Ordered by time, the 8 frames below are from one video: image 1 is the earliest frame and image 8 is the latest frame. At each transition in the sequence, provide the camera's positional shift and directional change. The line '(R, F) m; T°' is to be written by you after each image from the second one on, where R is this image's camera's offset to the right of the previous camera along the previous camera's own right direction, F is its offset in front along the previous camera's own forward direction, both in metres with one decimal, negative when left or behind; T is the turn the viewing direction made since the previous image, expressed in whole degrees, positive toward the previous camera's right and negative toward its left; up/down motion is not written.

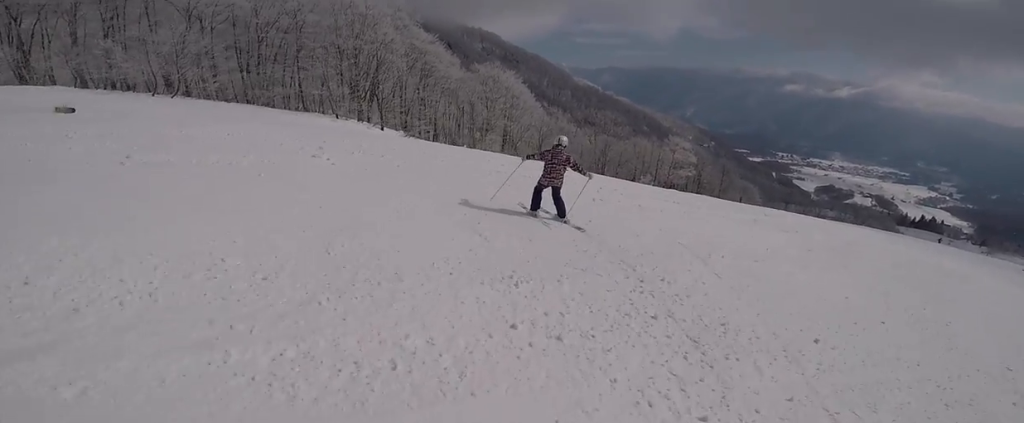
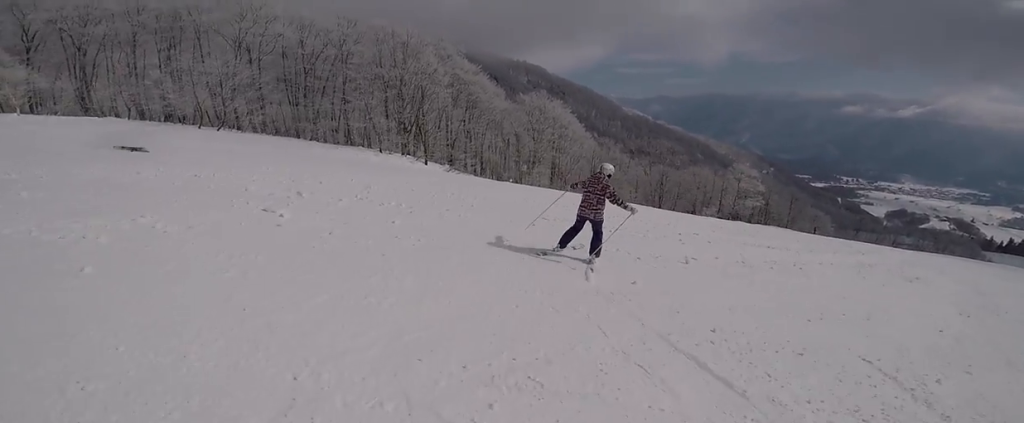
(+0.1, +3.1) m; +8°
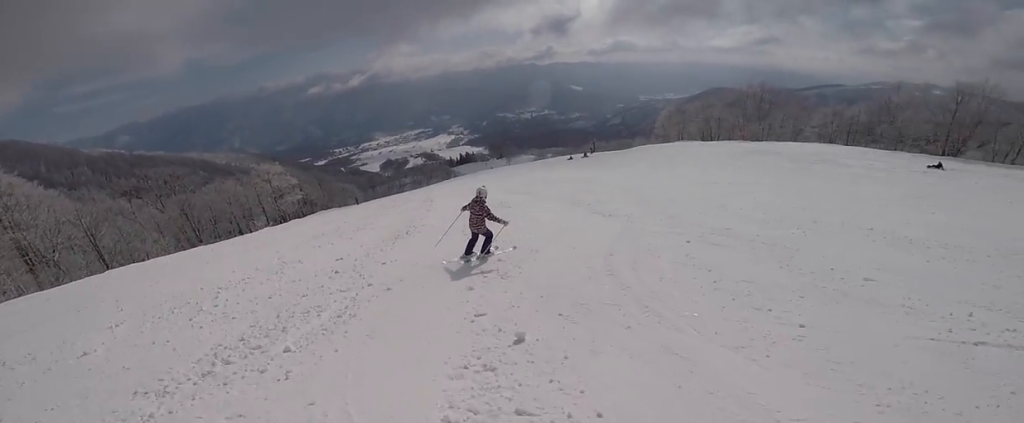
(+2.1, +6.0) m; +53°
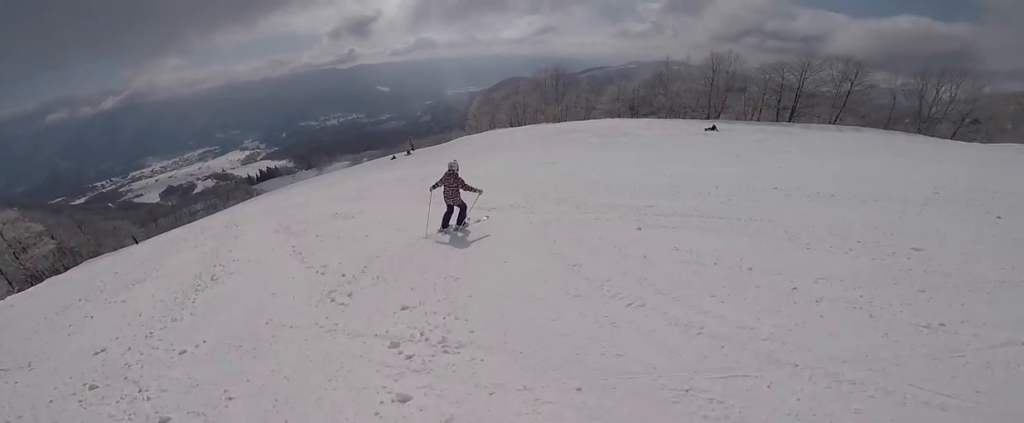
(+0.9, +3.2) m; +30°
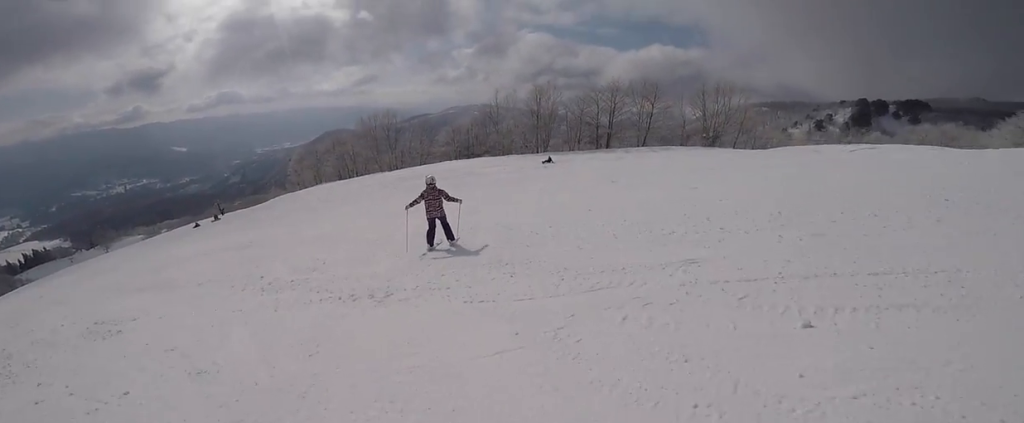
(+1.1, +4.8) m; +3°
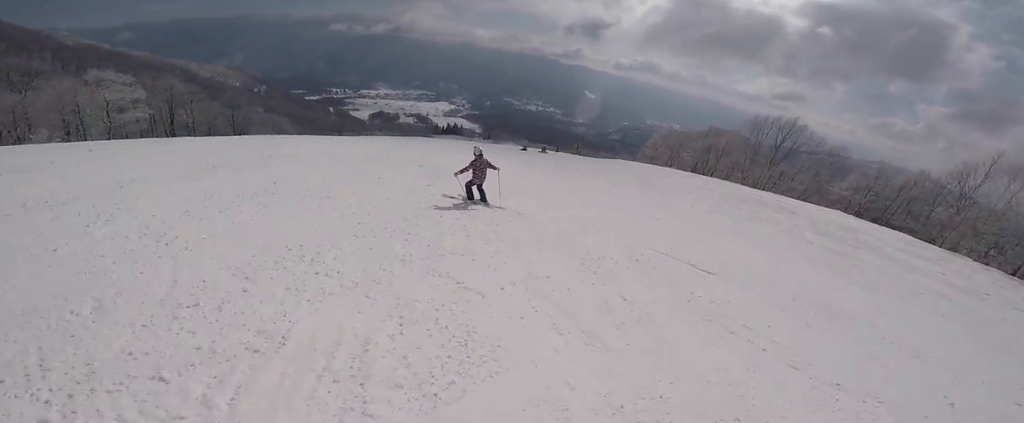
(-5.7, +11.2) m; -48°
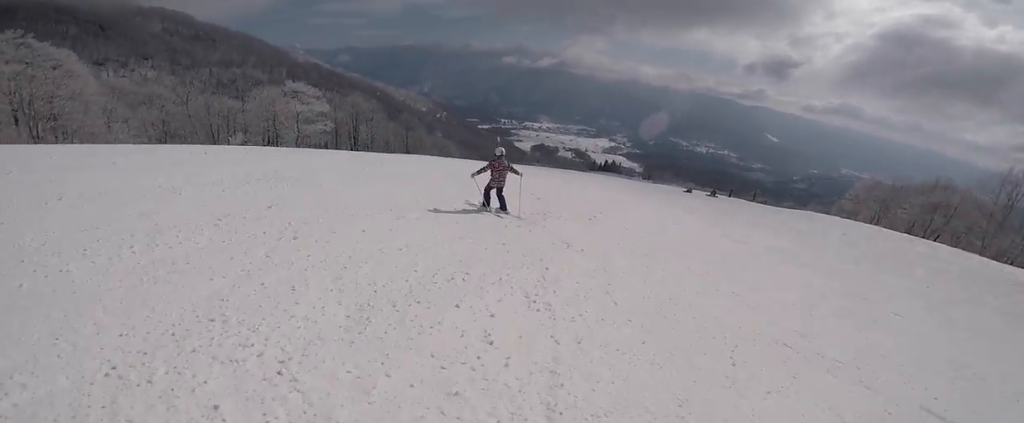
(0.0, +4.1) m; -11°
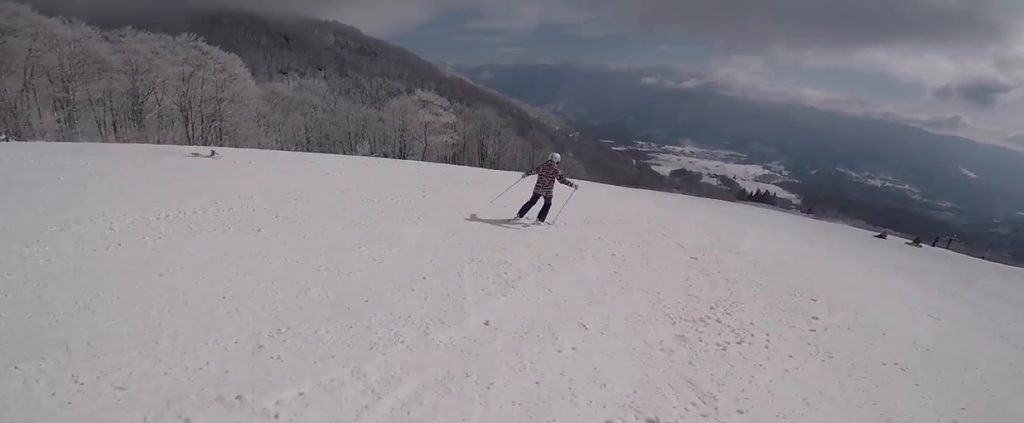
(-0.9, +4.9) m; -4°
